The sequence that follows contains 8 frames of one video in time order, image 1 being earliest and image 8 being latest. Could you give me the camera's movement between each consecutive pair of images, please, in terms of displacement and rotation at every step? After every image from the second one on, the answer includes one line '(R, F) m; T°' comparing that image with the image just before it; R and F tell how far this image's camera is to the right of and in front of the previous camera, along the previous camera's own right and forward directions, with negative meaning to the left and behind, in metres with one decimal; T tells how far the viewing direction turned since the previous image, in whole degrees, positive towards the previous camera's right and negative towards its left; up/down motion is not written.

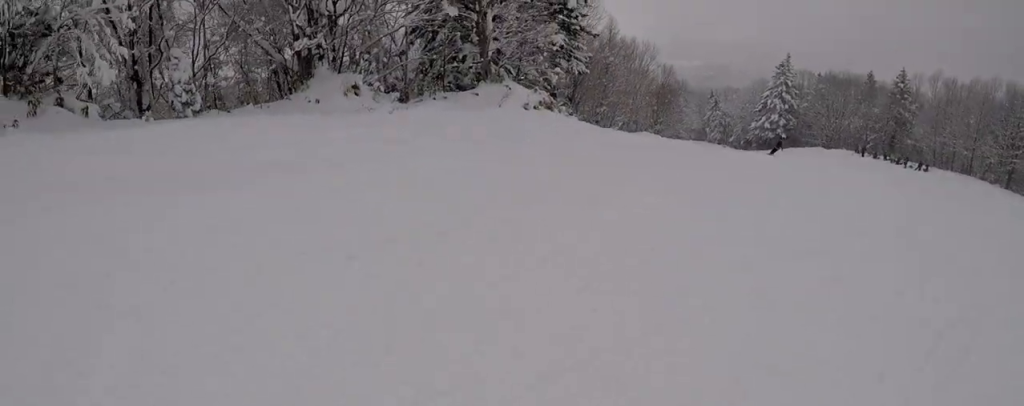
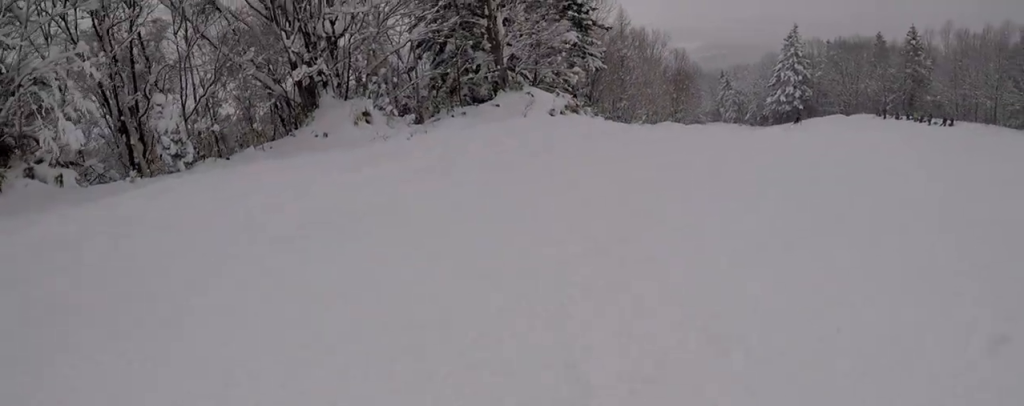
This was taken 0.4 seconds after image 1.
(+0.5, +2.3) m; +14°
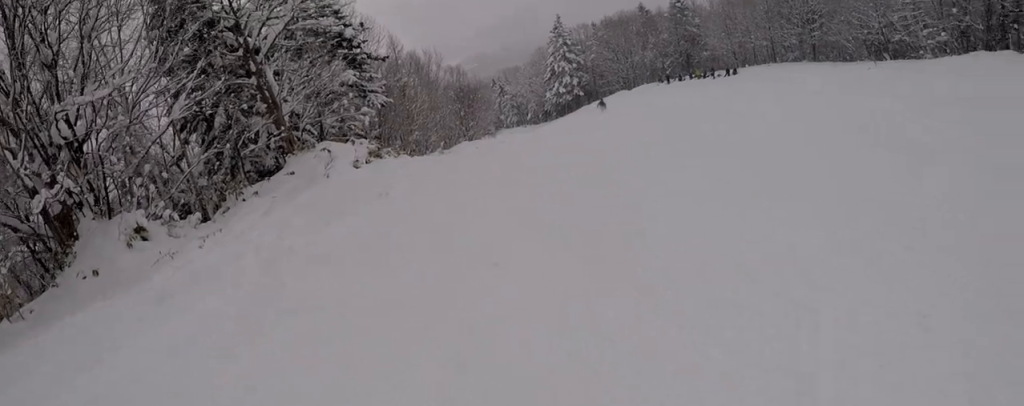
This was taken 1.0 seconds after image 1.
(+0.3, +3.7) m; +26°
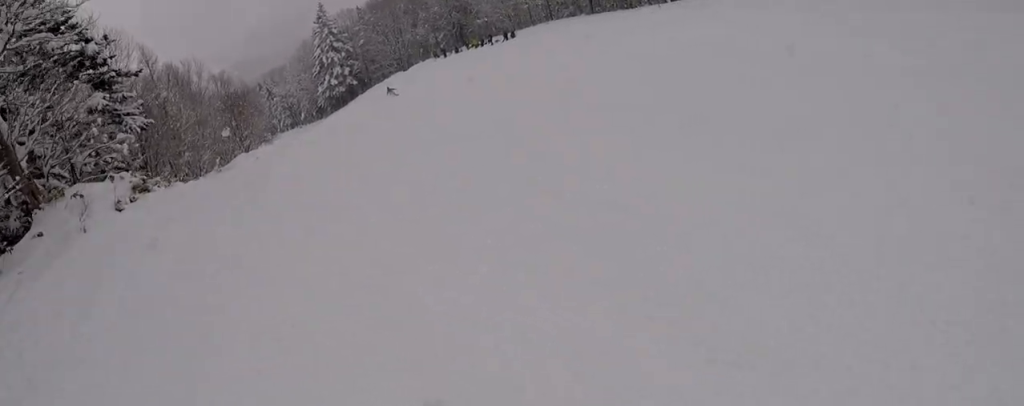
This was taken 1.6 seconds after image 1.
(+1.3, +3.5) m; +13°
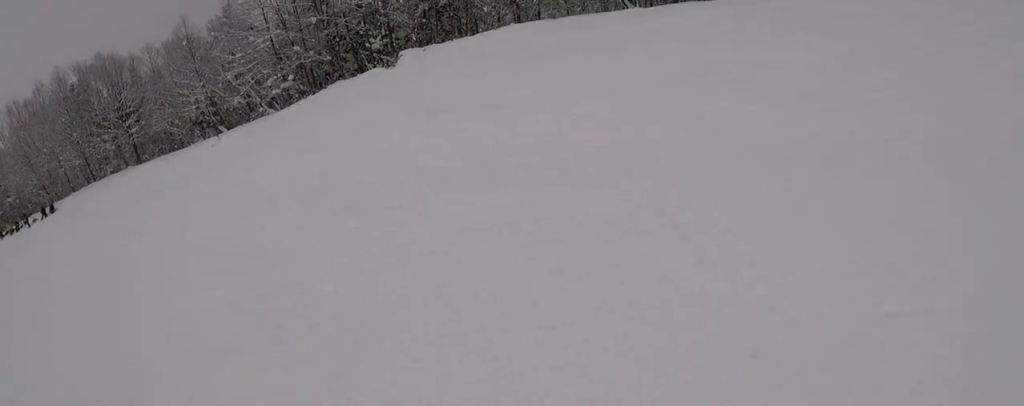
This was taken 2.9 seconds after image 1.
(+1.3, +8.2) m; +5°
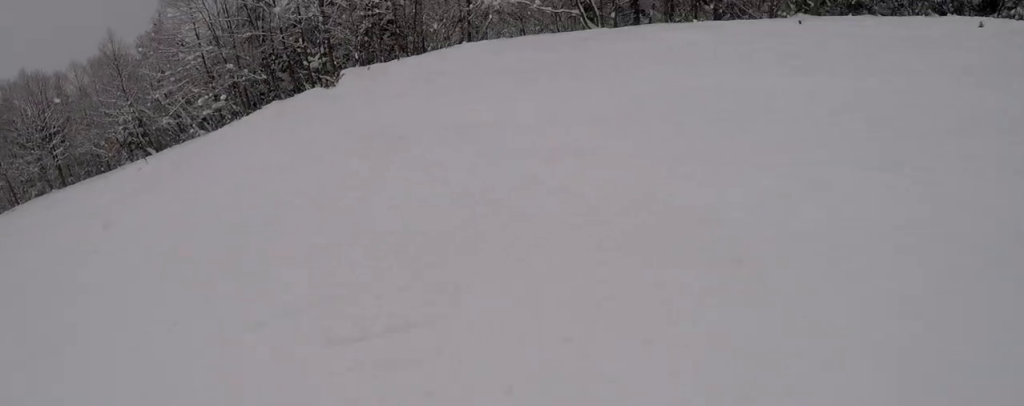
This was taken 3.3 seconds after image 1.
(-0.1, +2.4) m; -8°
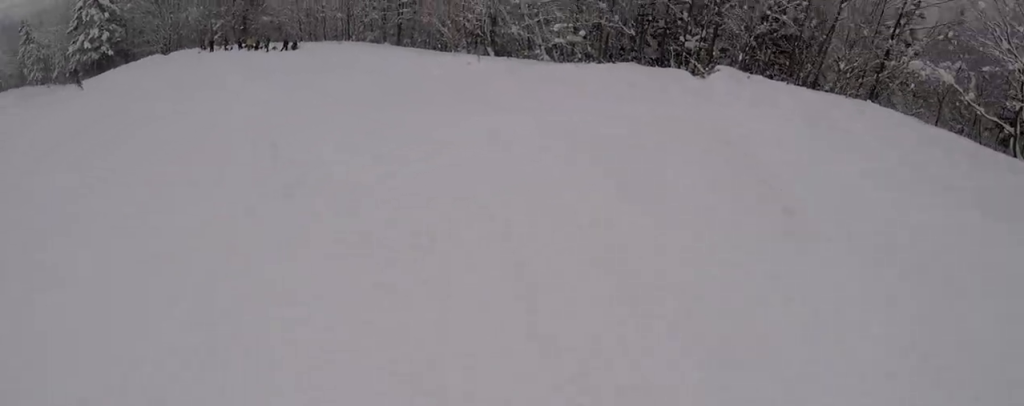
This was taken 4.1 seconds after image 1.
(-0.1, +4.1) m; -21°
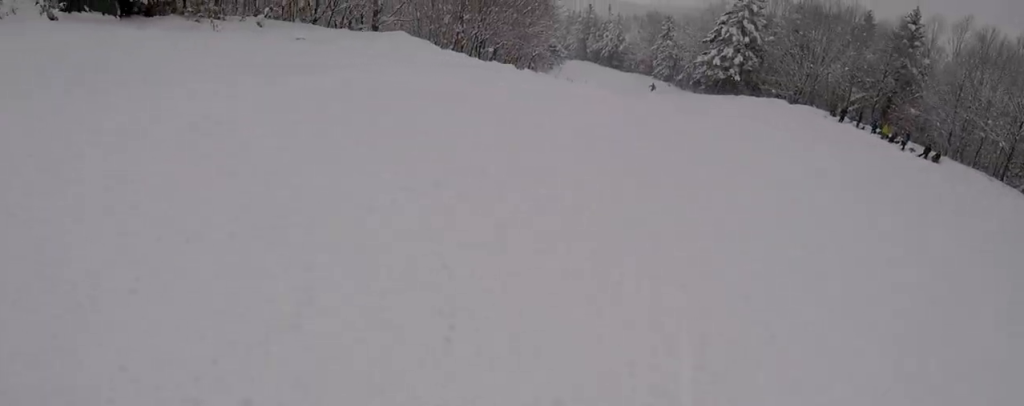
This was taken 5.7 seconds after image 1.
(-2.8, +7.3) m; -42°
